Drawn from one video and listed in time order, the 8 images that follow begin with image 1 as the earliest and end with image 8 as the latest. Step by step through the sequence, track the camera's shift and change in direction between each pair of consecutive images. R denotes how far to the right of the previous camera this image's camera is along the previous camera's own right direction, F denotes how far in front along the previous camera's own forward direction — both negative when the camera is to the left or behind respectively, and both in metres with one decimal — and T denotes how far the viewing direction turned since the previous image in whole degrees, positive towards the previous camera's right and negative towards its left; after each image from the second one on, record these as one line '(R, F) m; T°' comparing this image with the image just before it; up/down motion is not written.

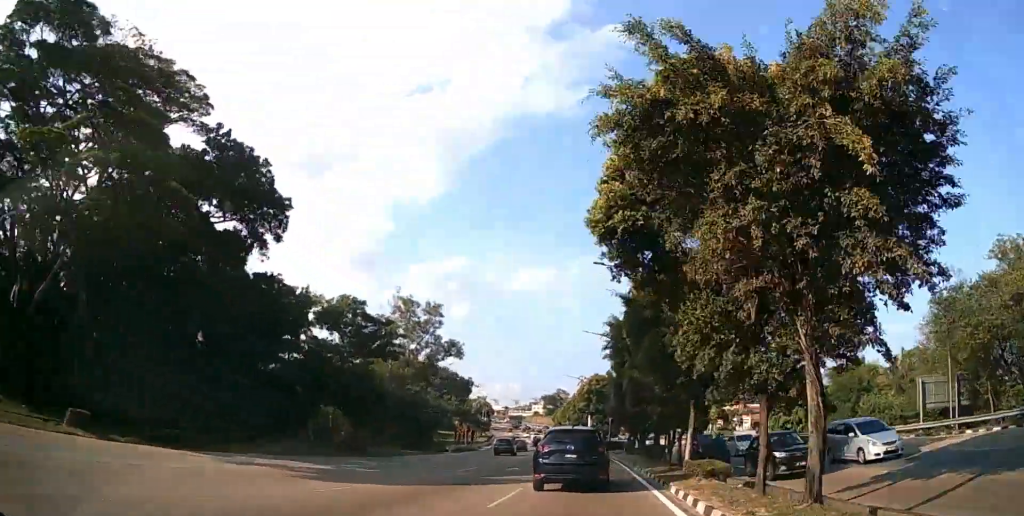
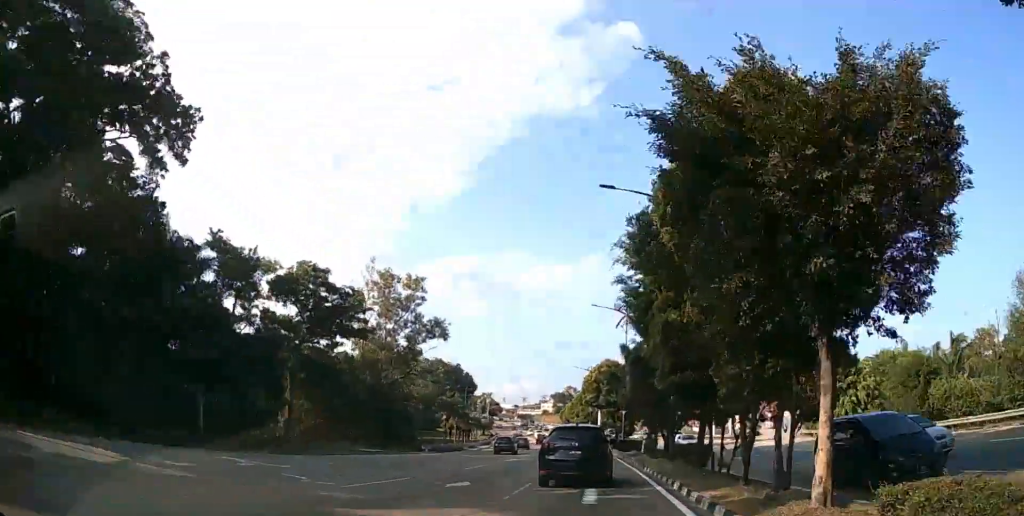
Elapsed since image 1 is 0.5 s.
(-0.1, +11.3) m; -1°
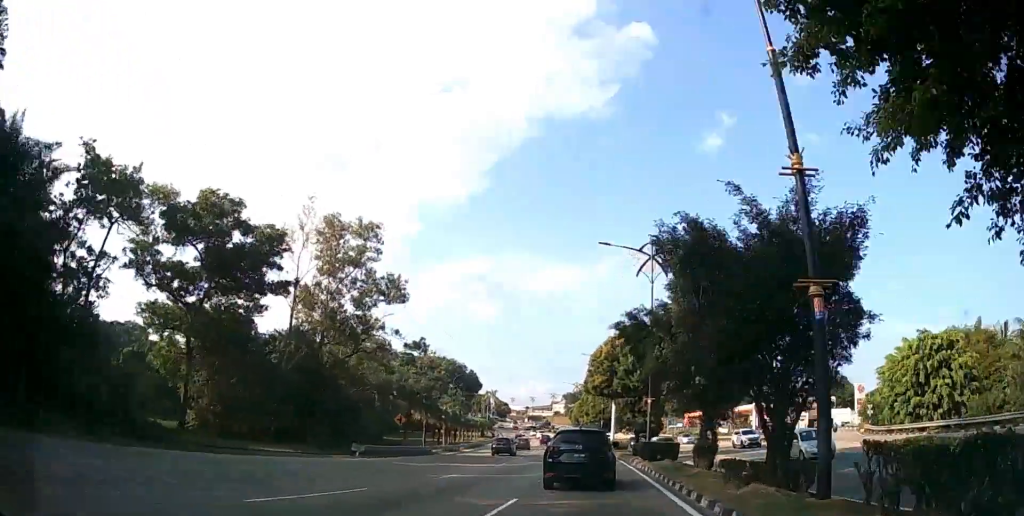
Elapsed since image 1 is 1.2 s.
(-0.2, +15.3) m; -2°
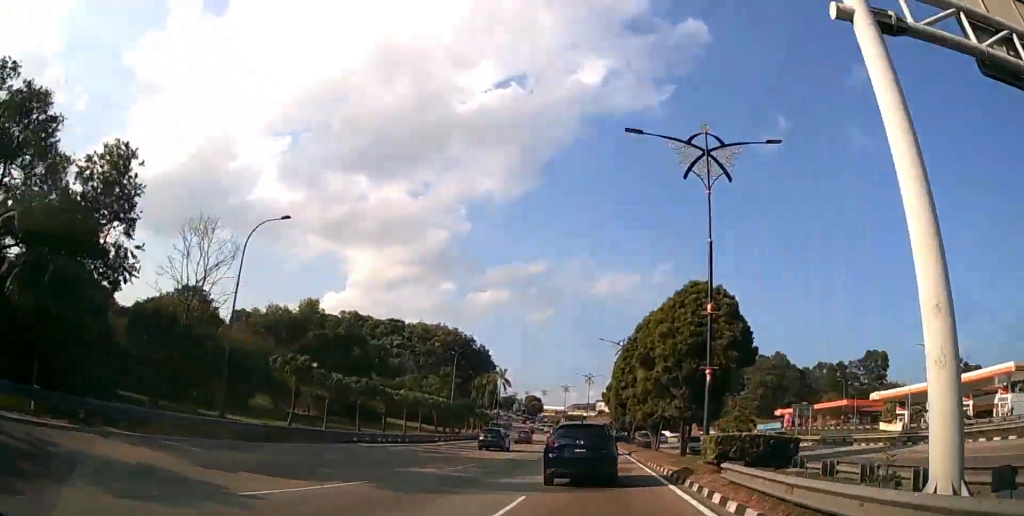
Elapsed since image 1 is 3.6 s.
(-2.4, +57.0) m; -5°
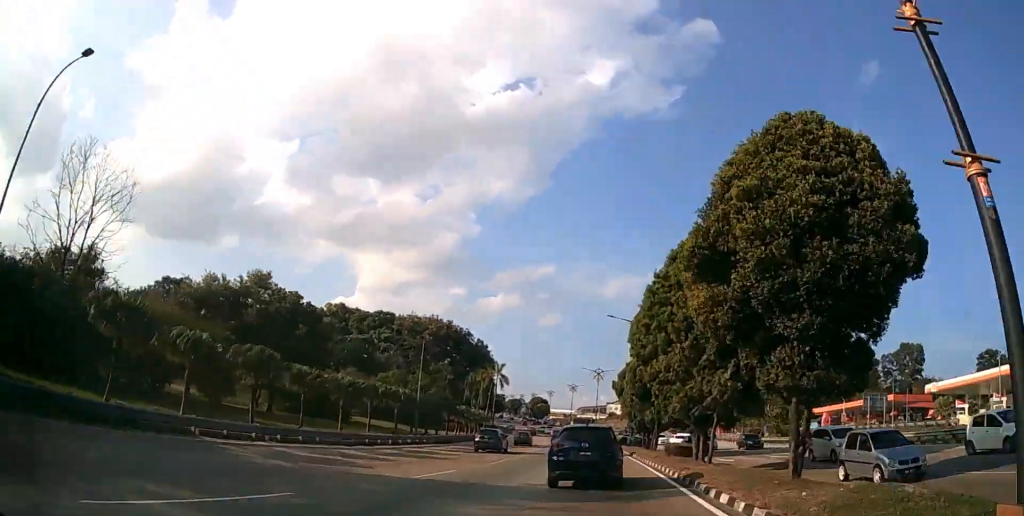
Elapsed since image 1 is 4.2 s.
(-0.1, +15.1) m; -1°
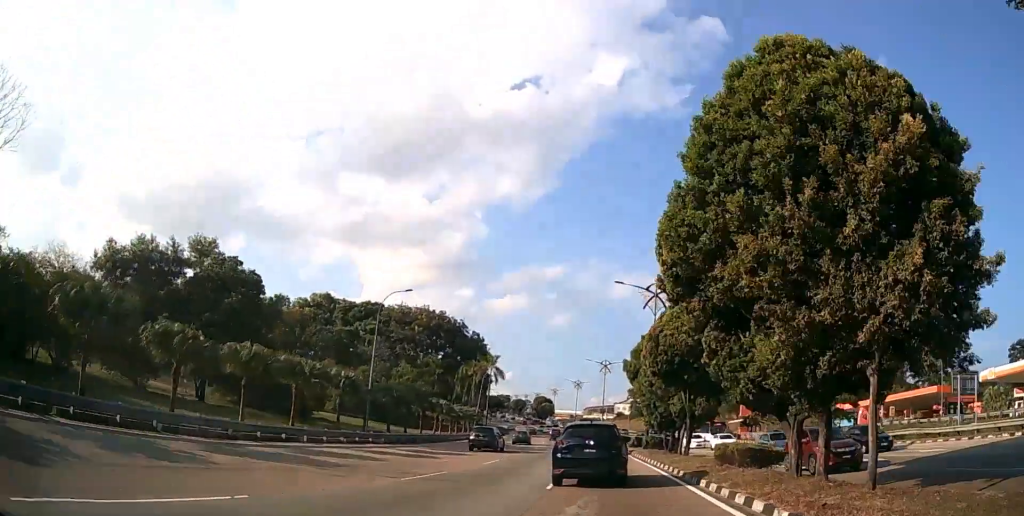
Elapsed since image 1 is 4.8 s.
(-0.2, +12.3) m; -1°
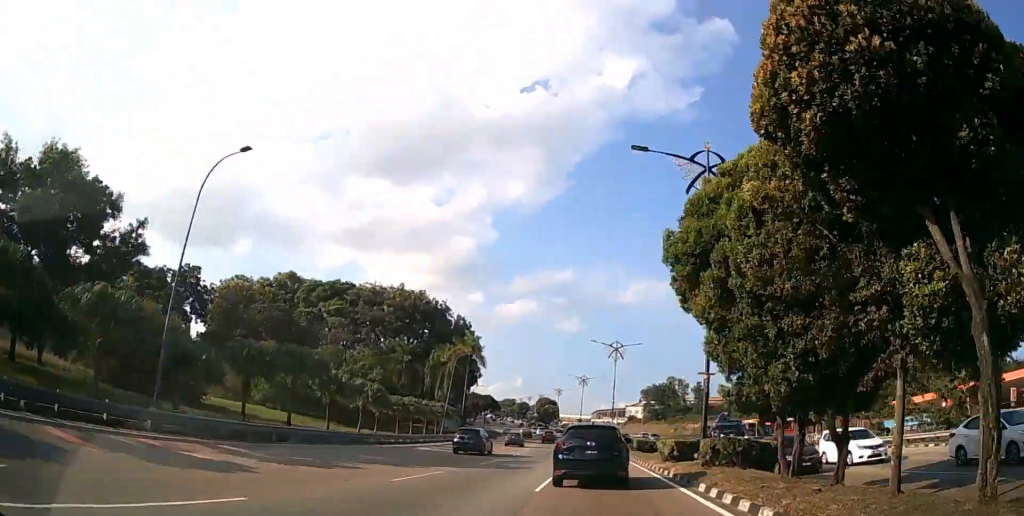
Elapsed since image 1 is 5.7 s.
(-0.2, +21.0) m; -1°
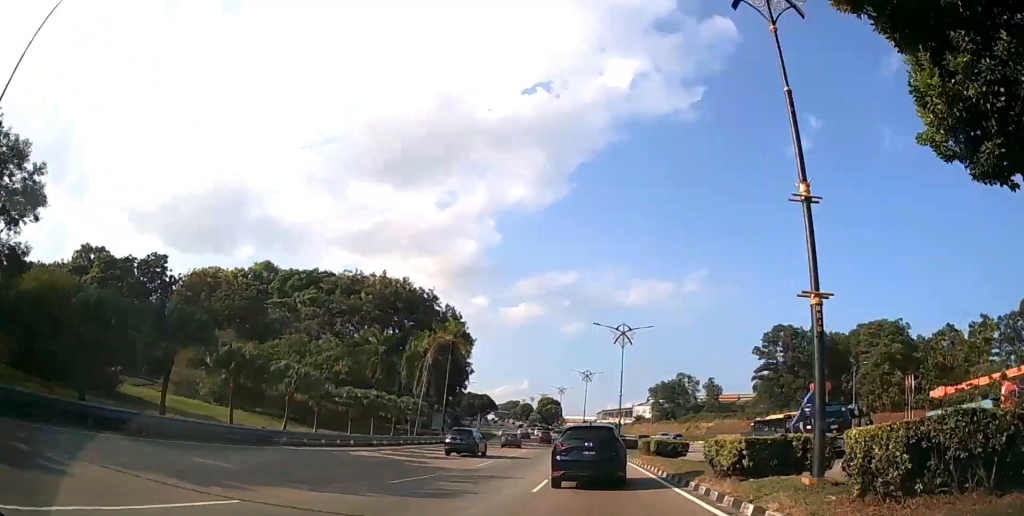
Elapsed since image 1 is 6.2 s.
(0.0, +10.6) m; -1°
